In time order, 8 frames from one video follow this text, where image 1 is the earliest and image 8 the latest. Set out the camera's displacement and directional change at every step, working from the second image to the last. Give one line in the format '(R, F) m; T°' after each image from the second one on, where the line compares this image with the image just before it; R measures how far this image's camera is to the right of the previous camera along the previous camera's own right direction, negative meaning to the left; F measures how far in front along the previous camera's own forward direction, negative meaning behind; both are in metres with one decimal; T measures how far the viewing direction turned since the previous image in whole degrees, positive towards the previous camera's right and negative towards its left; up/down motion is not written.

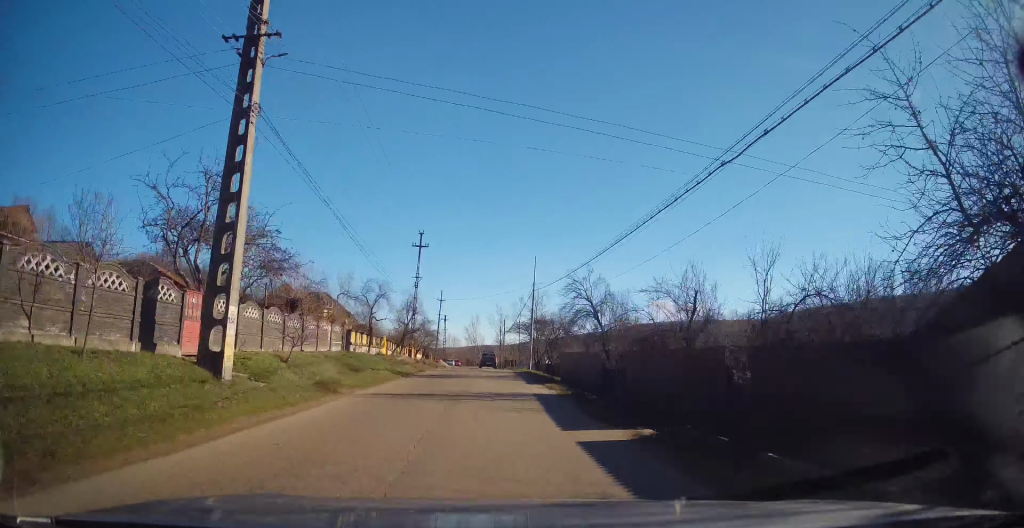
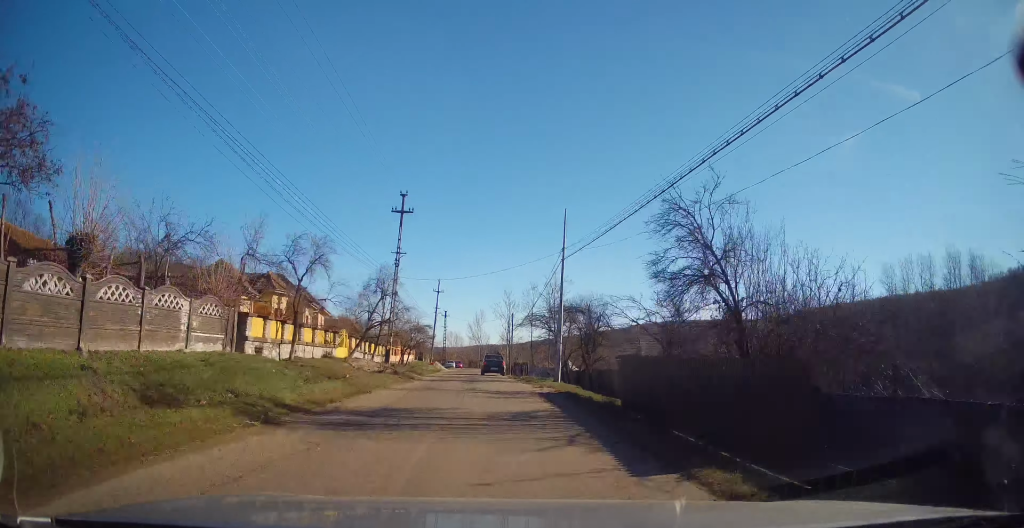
(+0.2, +13.3) m; -1°
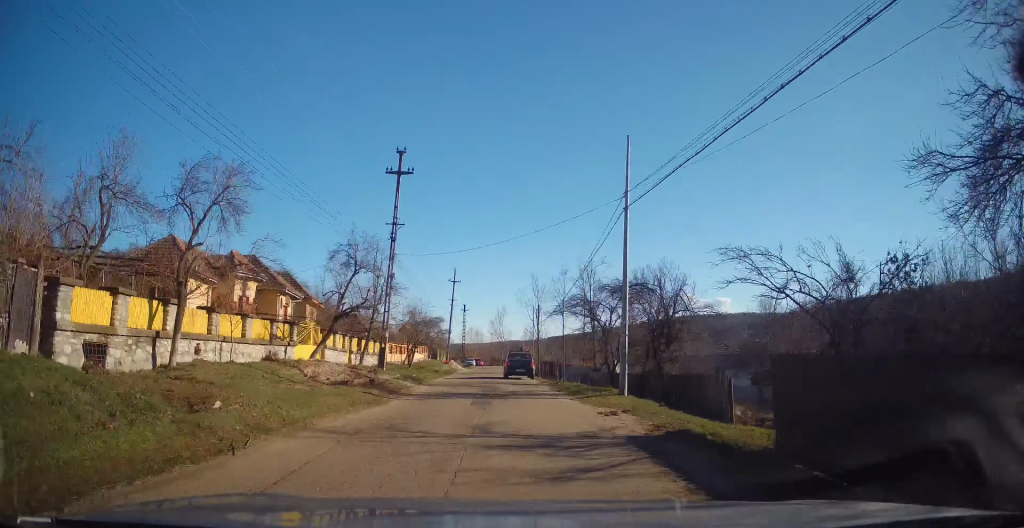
(-0.1, +8.9) m; -2°
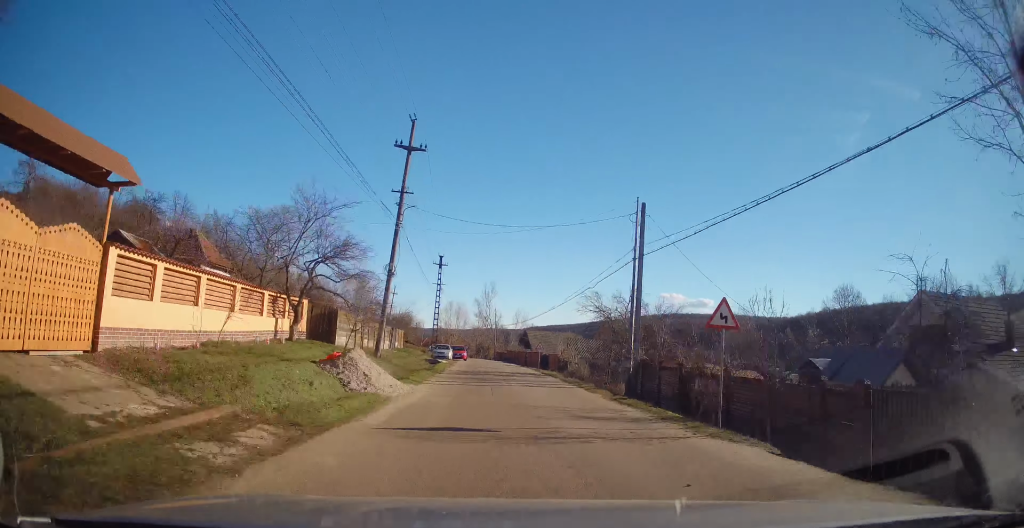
(-1.0, +43.0) m; +2°
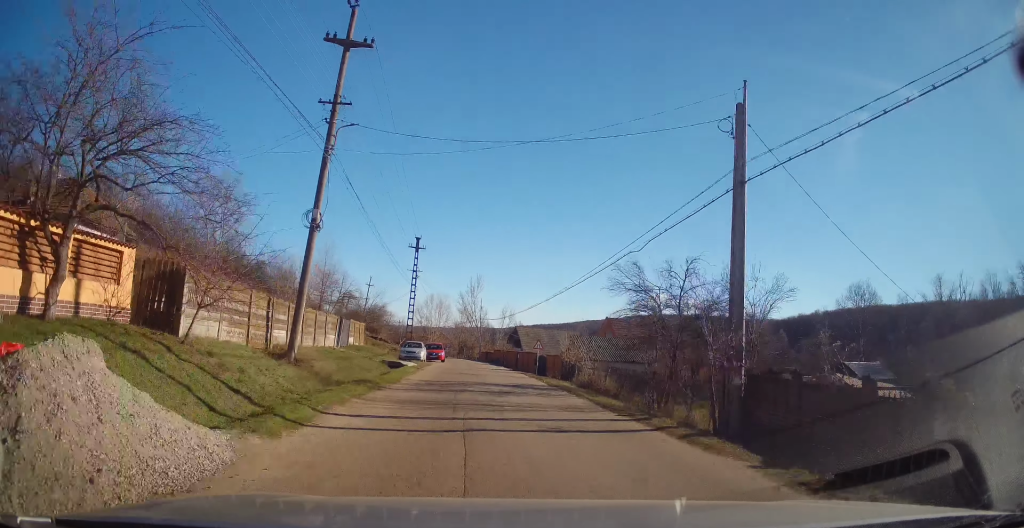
(+0.2, +10.0) m; +2°
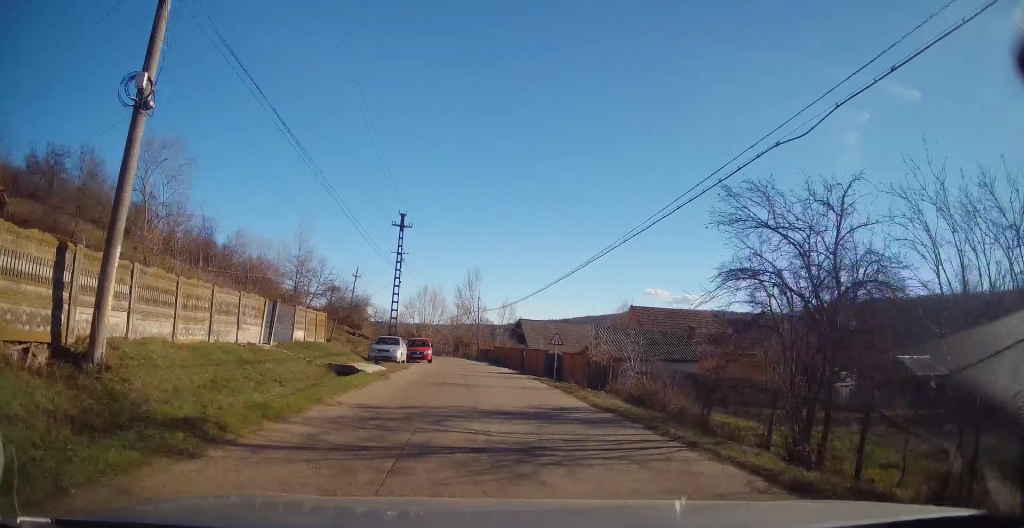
(+0.1, +9.0) m; 0°
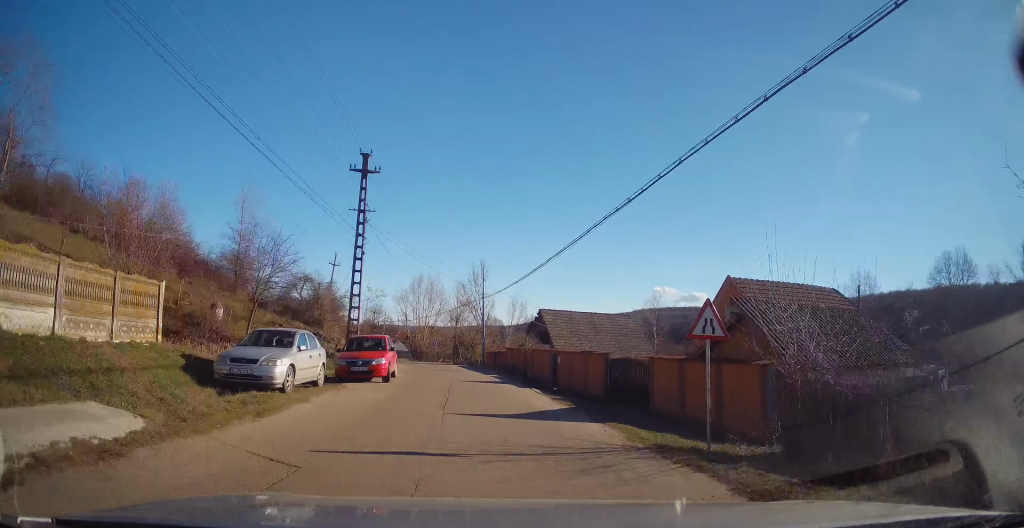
(-0.3, +15.8) m; -2°
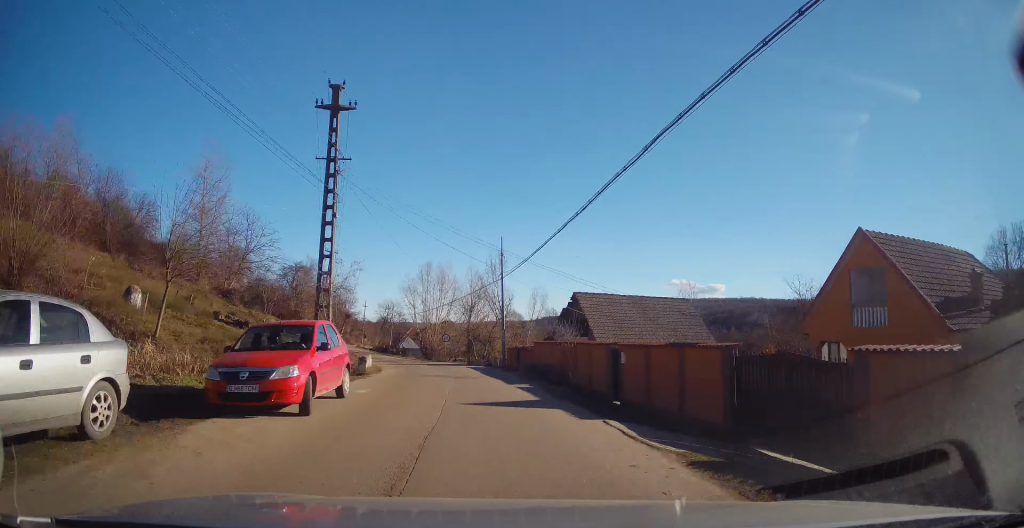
(-0.2, +8.9) m; -1°
